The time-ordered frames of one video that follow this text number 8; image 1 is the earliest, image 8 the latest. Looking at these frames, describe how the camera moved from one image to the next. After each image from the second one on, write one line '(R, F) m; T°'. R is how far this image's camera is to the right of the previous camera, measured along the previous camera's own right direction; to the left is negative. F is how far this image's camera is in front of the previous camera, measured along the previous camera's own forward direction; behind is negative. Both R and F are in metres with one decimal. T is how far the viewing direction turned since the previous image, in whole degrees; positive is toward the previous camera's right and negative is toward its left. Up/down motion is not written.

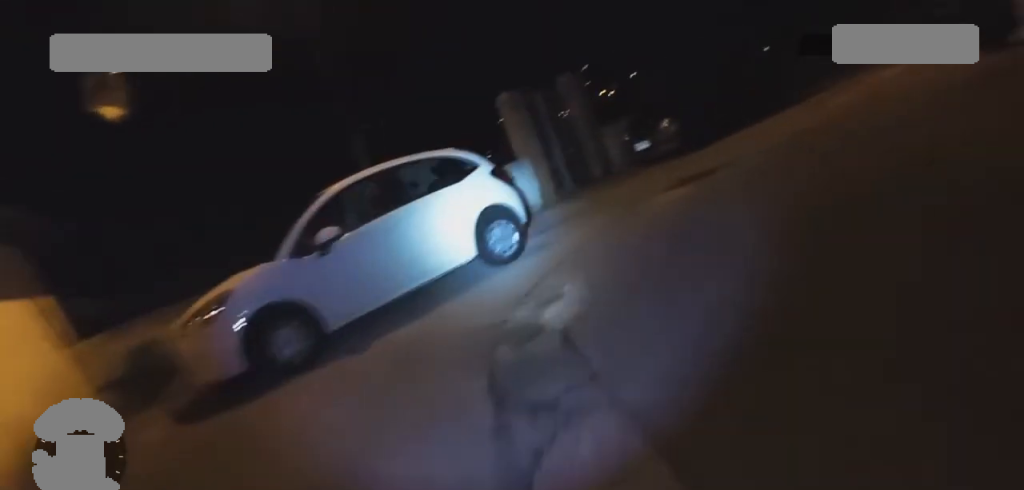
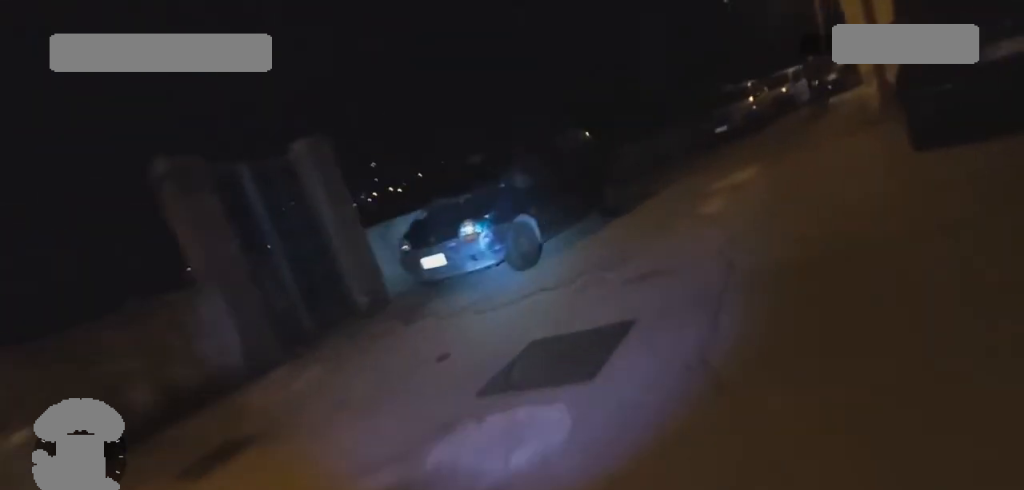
(+1.1, +3.3) m; +22°
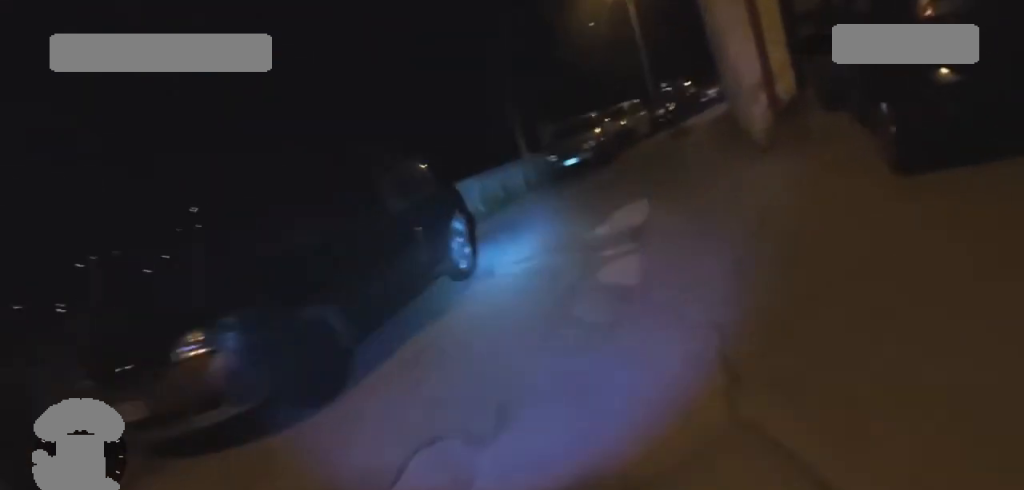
(+0.4, +2.3) m; +11°
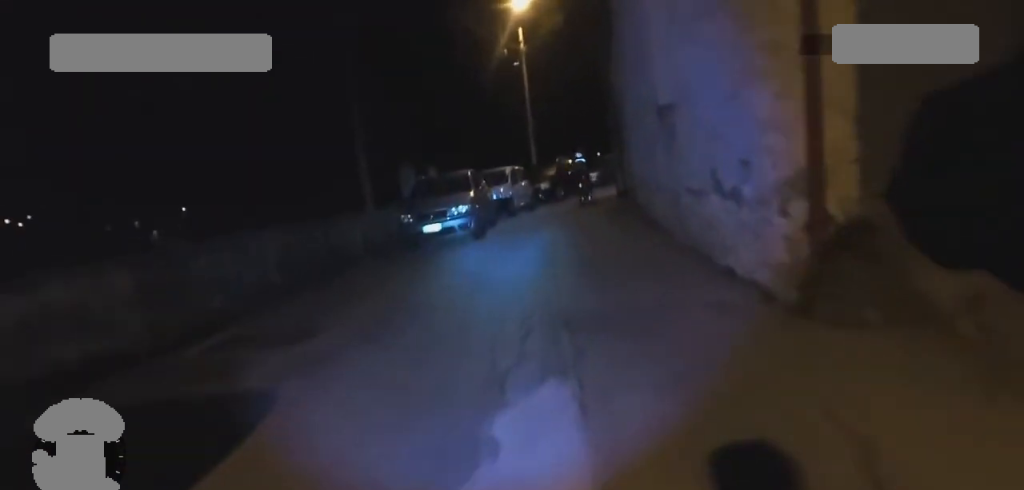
(0.0, +3.5) m; 0°
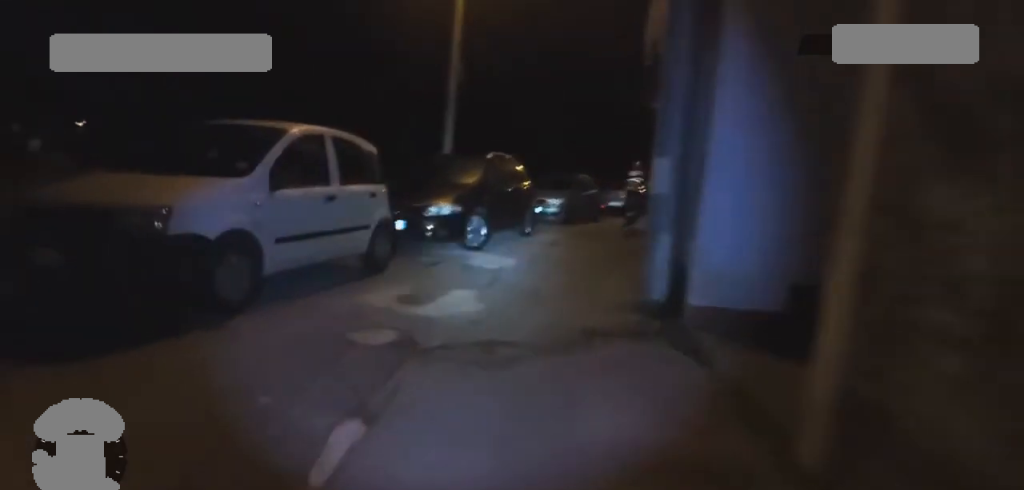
(+2.9, +10.0) m; +36°
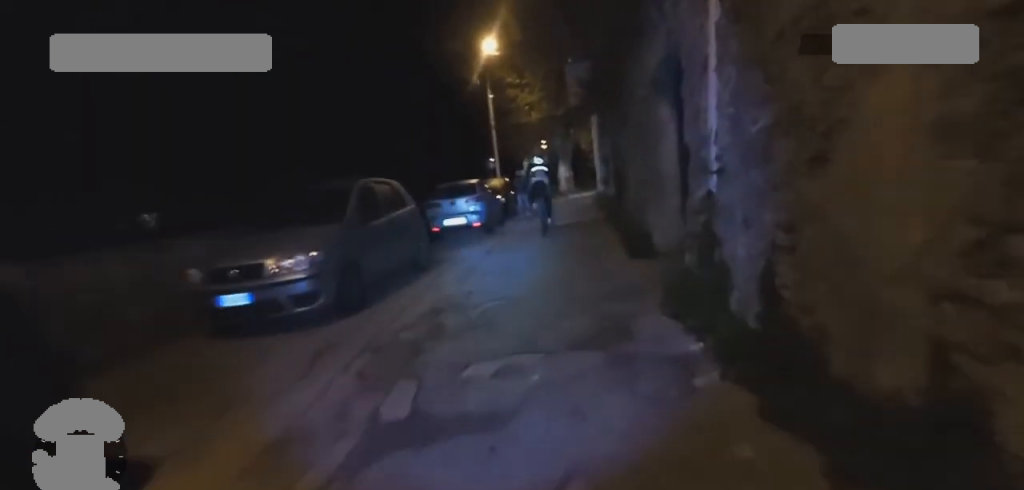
(+0.2, +8.5) m; +2°
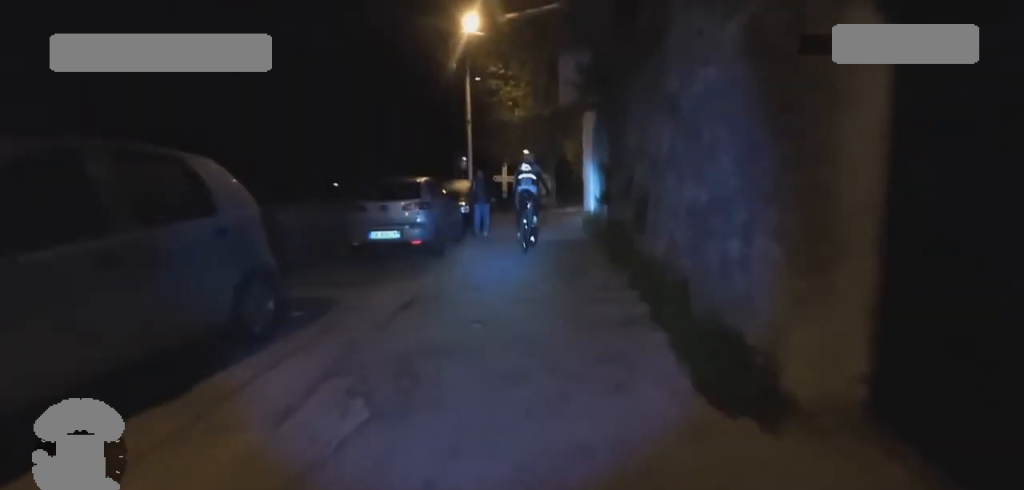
(0.0, +3.7) m; +4°
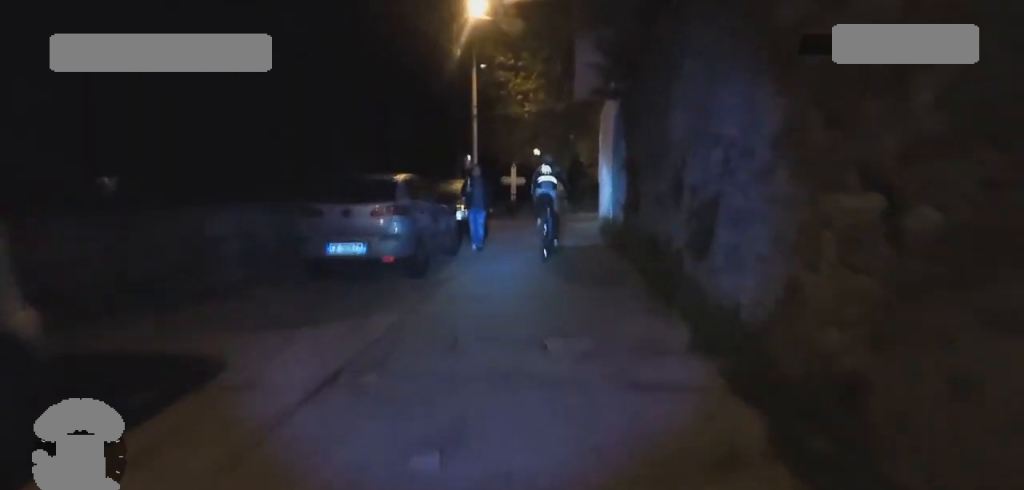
(+0.1, +2.0) m; +5°
